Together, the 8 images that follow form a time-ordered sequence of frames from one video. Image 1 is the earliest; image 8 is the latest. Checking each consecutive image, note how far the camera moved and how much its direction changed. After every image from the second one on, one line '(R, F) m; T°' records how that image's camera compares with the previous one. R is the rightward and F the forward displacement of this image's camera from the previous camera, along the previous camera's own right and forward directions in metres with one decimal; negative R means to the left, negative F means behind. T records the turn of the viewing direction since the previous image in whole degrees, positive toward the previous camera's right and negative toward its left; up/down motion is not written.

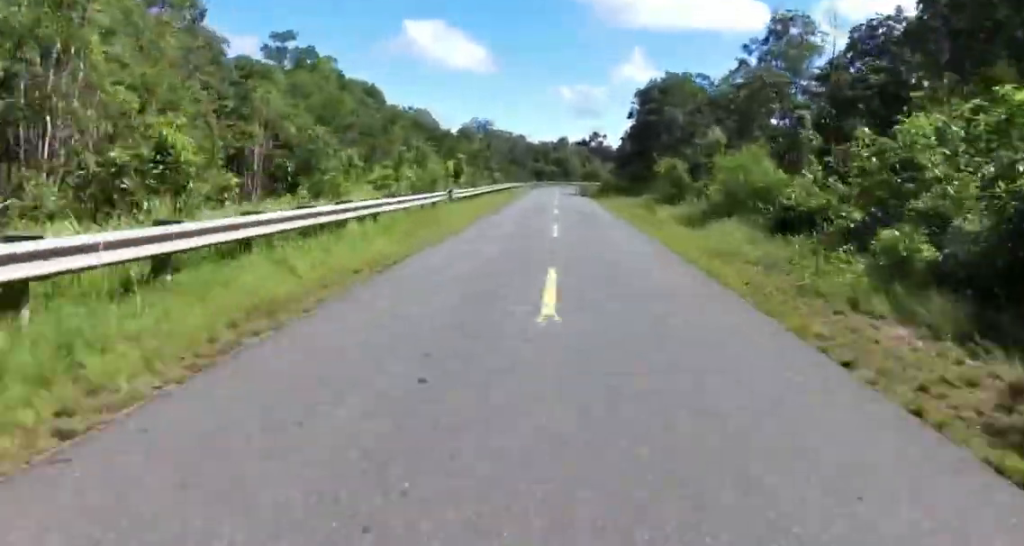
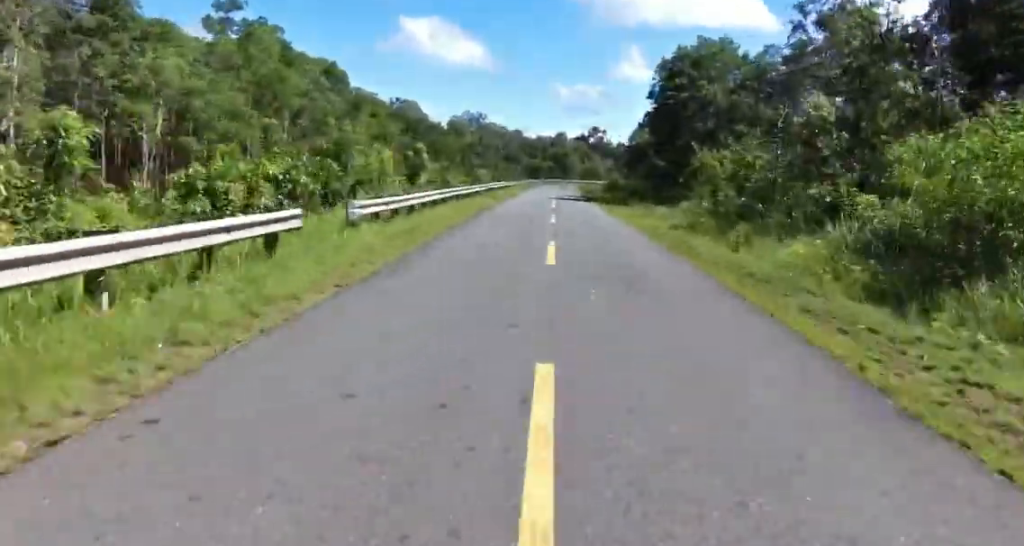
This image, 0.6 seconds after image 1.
(0.0, +13.0) m; 0°
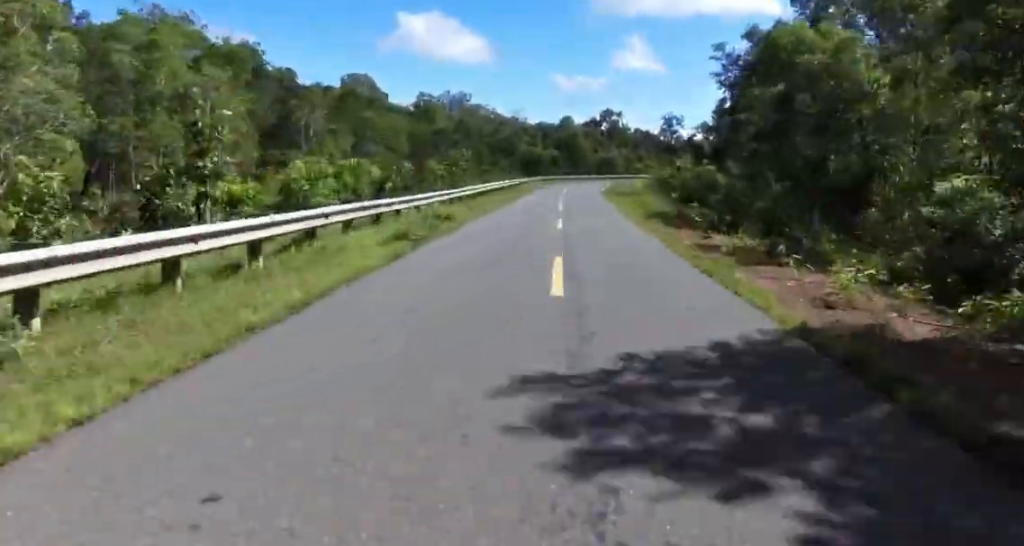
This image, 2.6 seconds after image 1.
(-0.1, +44.3) m; -1°
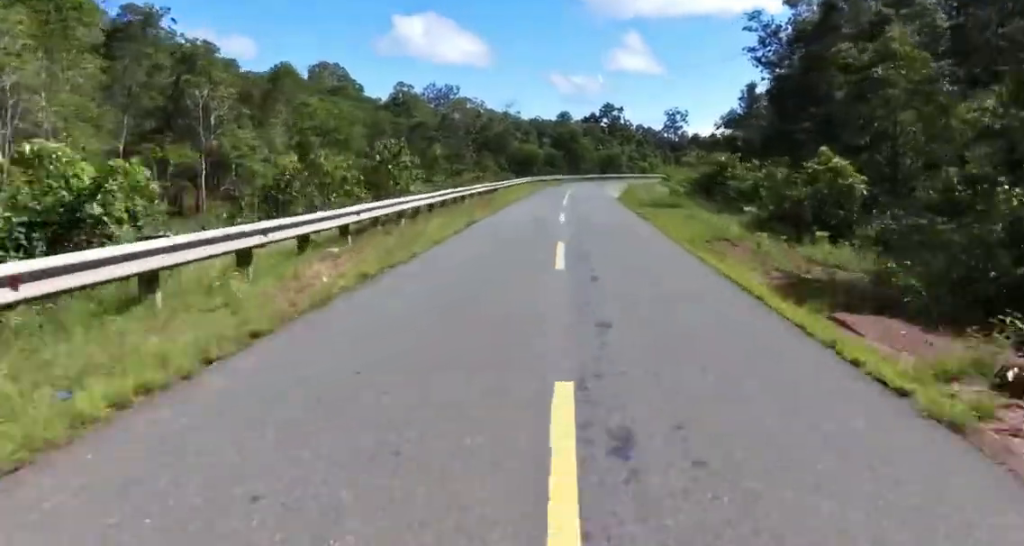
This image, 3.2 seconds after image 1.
(-0.2, +13.6) m; -3°
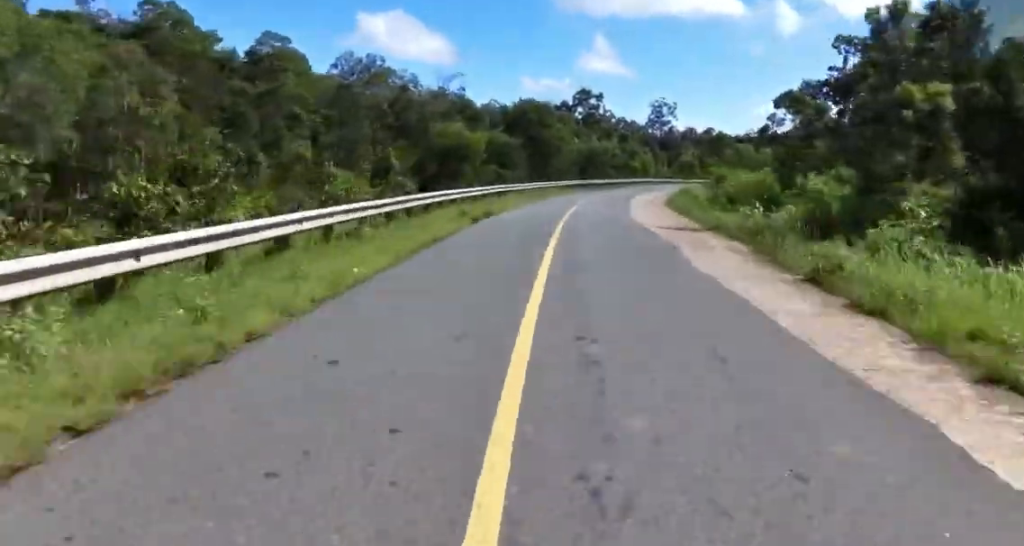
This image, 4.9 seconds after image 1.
(-2.7, +35.4) m; -3°
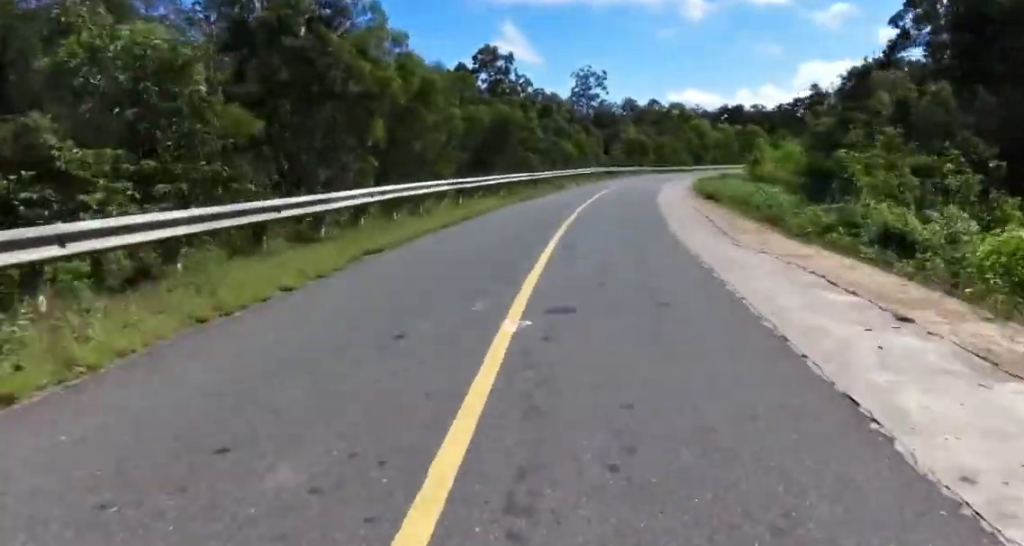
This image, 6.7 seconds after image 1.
(+12.8, +36.9) m; +29°
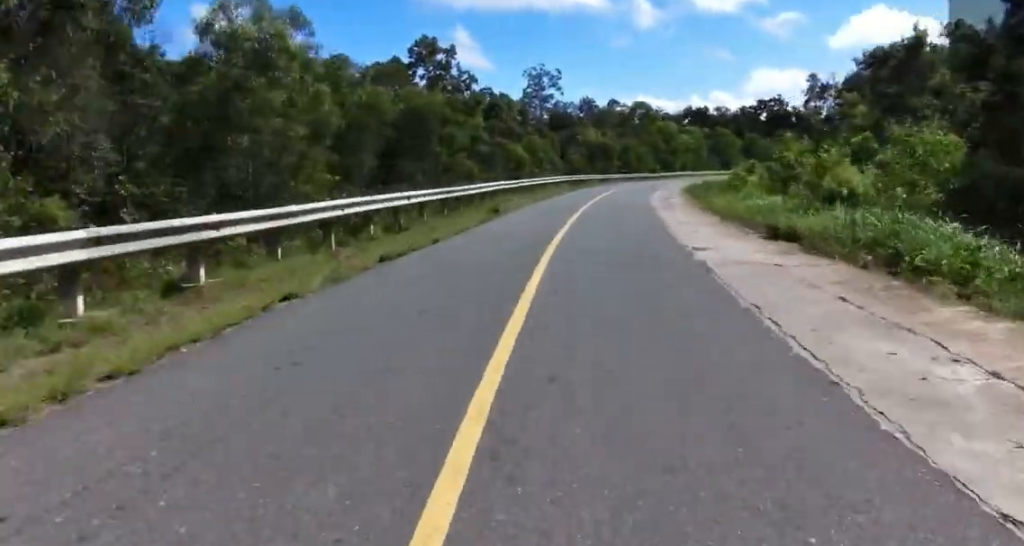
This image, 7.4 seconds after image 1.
(-0.6, +15.6) m; -4°
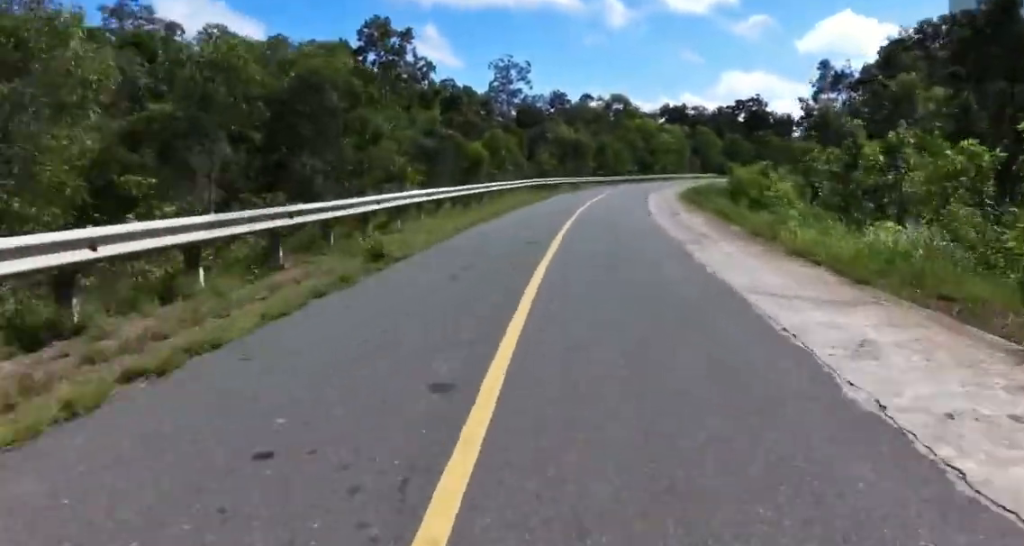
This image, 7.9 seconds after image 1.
(-0.1, +10.7) m; -1°
